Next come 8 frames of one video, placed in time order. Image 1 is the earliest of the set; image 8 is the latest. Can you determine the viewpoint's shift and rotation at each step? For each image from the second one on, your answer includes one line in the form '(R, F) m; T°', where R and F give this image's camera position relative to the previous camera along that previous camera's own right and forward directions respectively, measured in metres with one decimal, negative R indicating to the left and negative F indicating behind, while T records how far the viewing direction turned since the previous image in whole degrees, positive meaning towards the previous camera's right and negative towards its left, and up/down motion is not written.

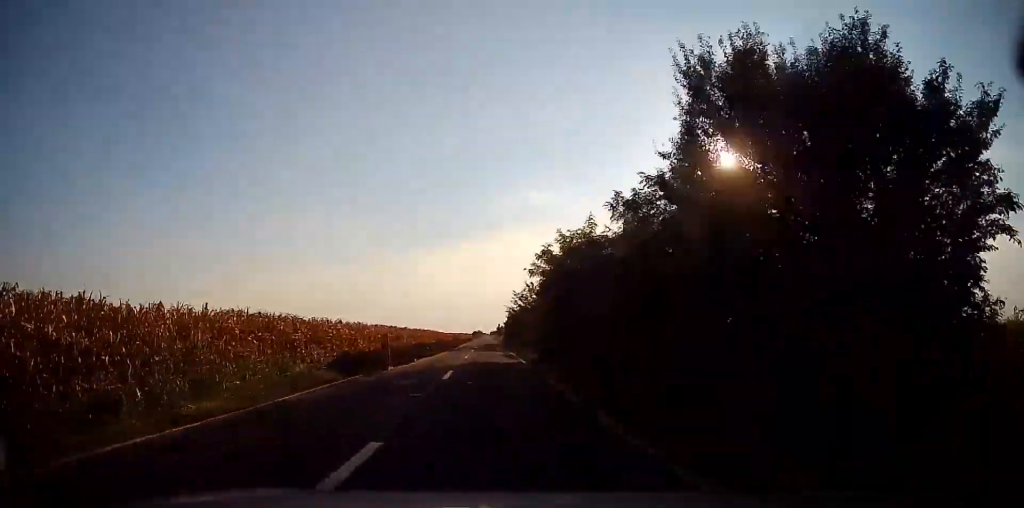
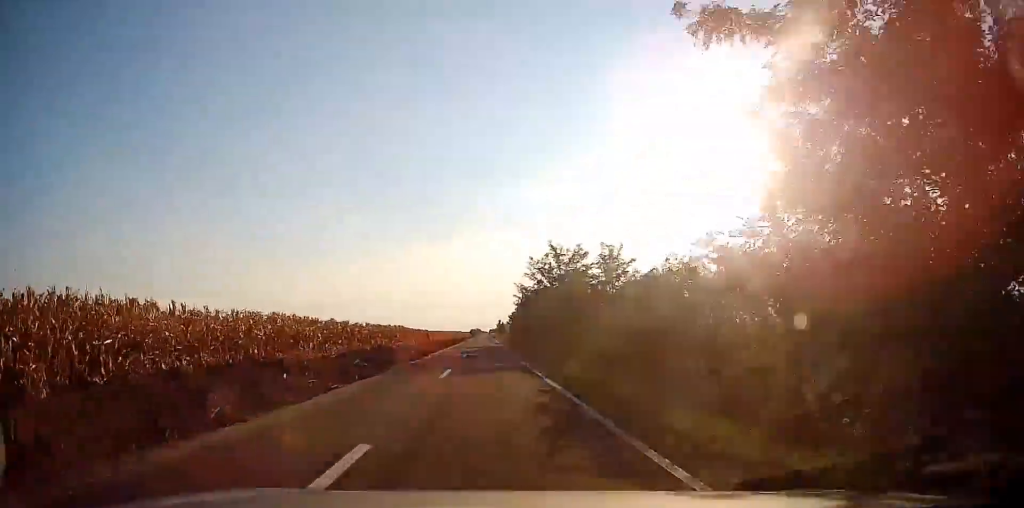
(+0.1, +24.3) m; +1°
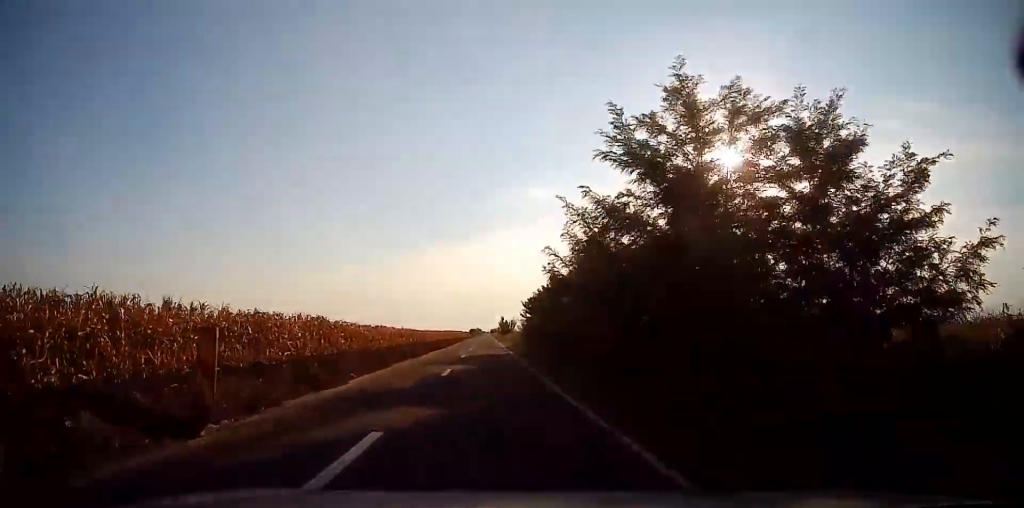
(+0.4, +23.4) m; -1°
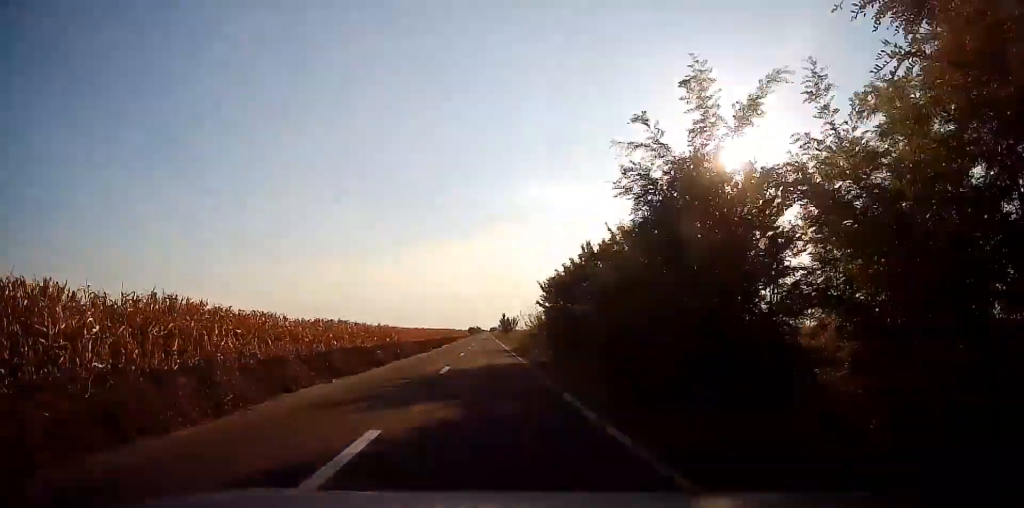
(-0.5, +11.9) m; 0°
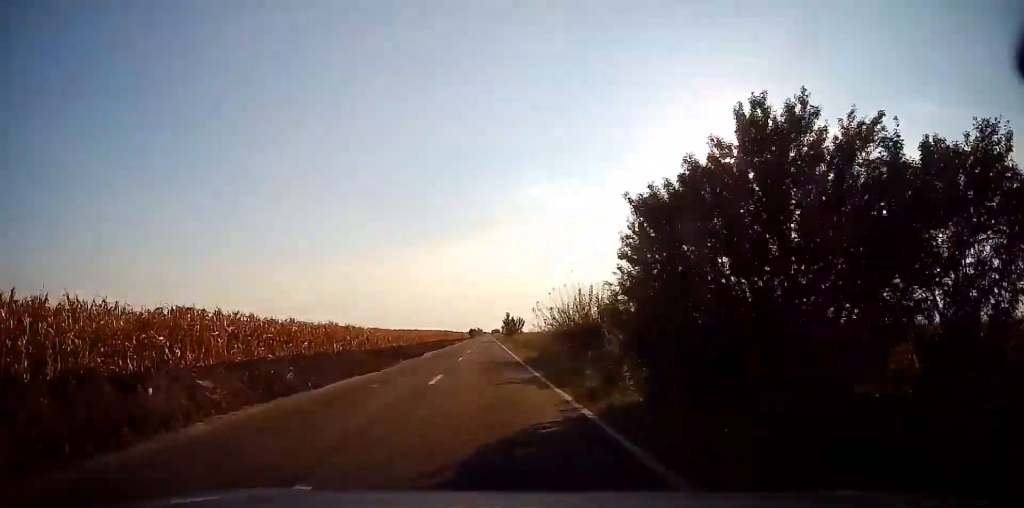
(-0.3, +14.5) m; 0°
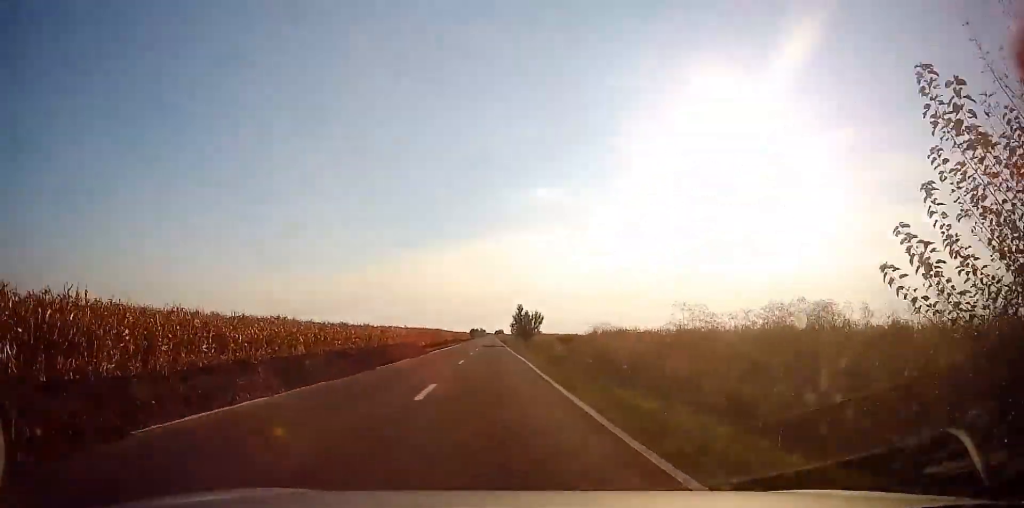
(+0.7, +27.5) m; +2°
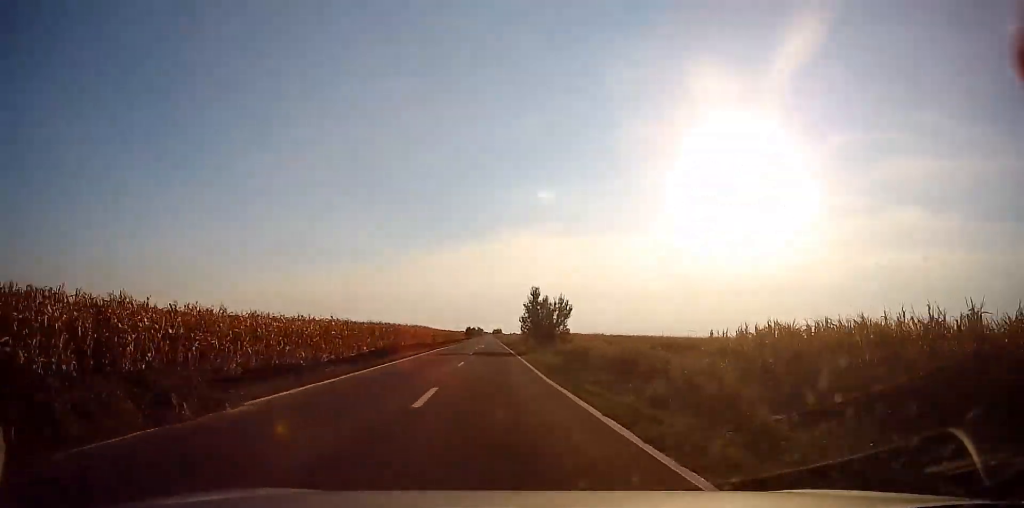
(+0.1, +24.7) m; -1°
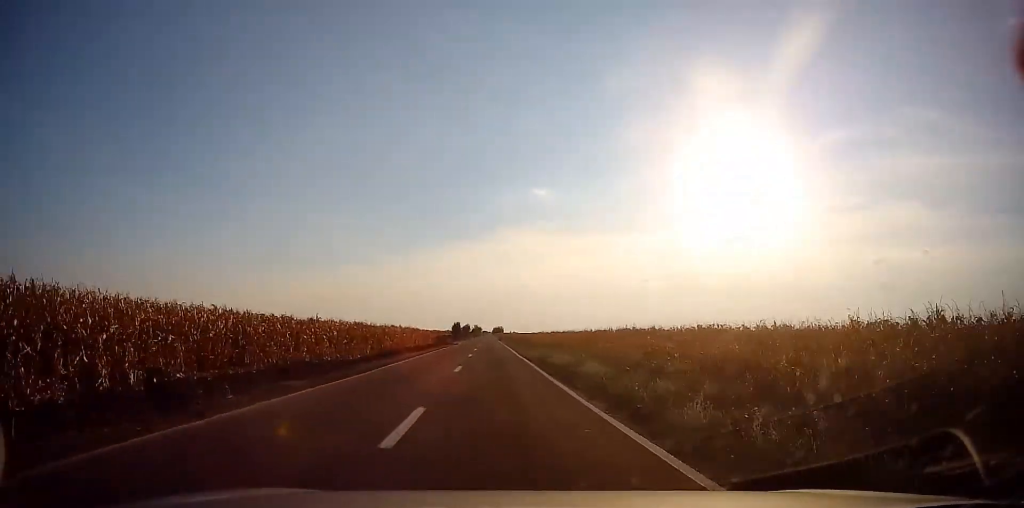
(-0.3, +75.2) m; +1°
